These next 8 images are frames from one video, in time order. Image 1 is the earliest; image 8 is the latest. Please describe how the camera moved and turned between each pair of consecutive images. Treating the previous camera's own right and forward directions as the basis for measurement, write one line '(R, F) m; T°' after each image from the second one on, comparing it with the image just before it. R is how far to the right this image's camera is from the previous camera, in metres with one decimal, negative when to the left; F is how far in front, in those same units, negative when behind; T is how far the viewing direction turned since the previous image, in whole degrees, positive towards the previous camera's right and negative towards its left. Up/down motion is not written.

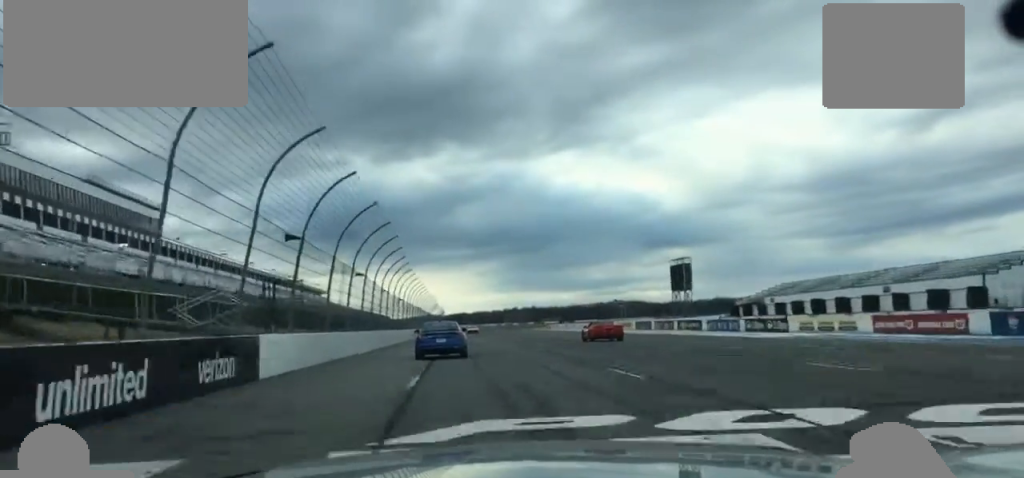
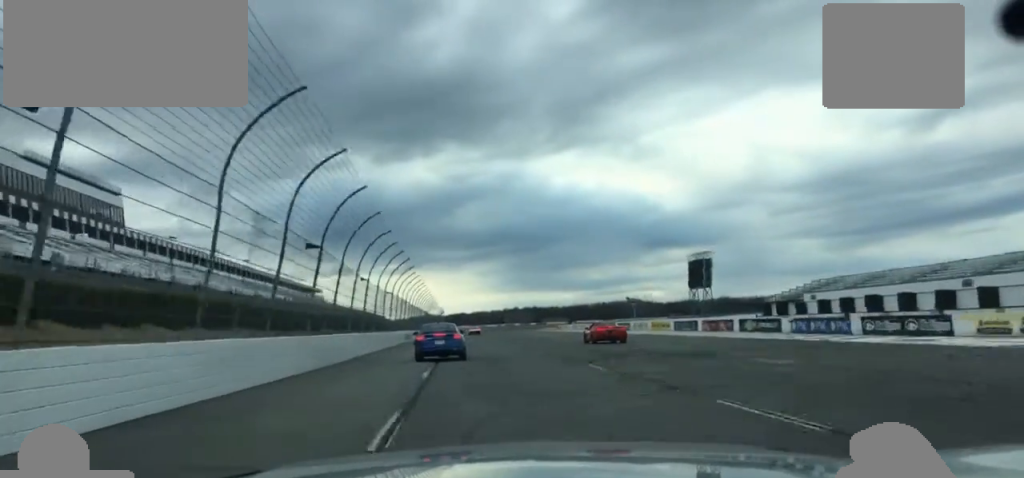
(+0.3, +20.1) m; 0°
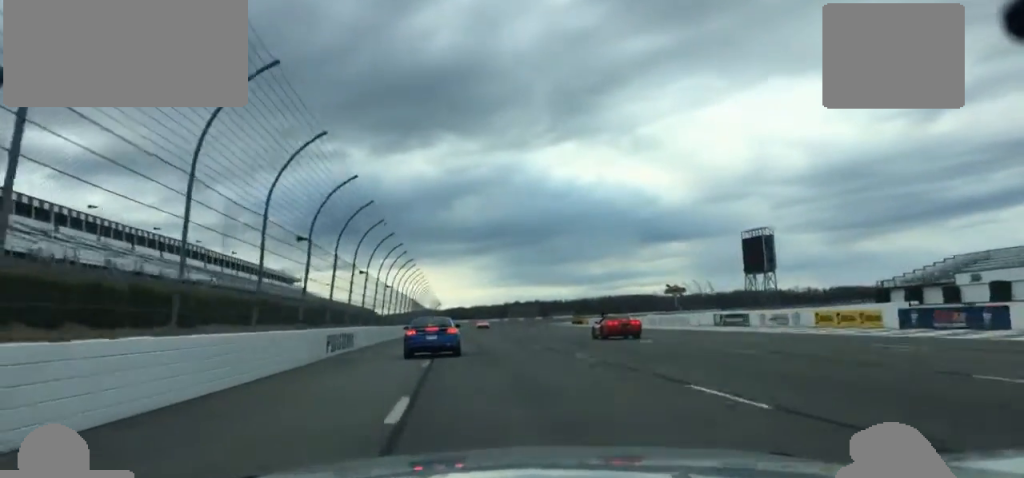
(-0.4, +44.7) m; 0°
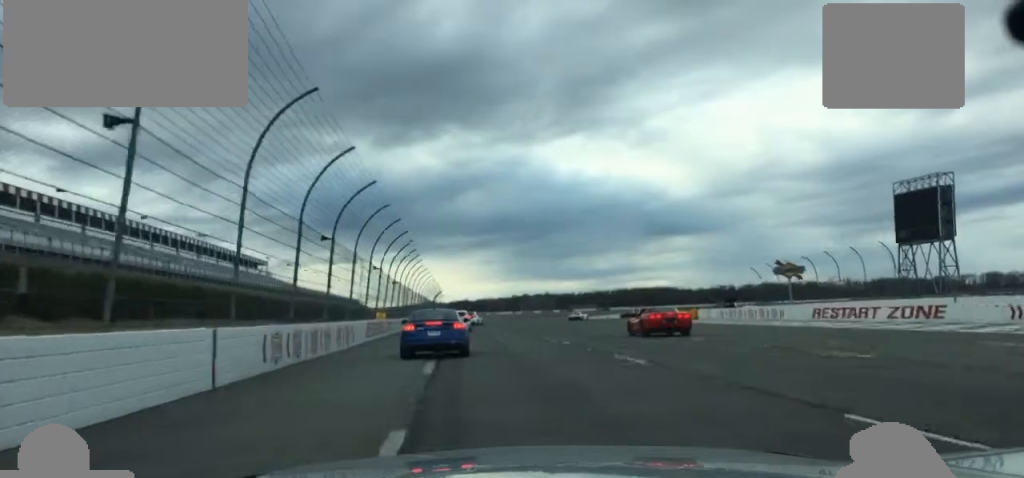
(+0.3, +62.4) m; 0°
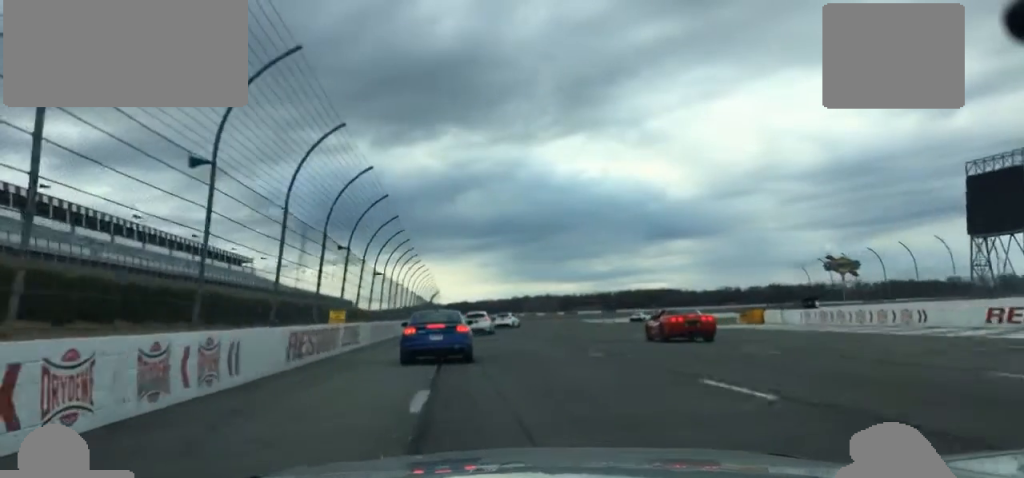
(-0.1, +18.9) m; 0°
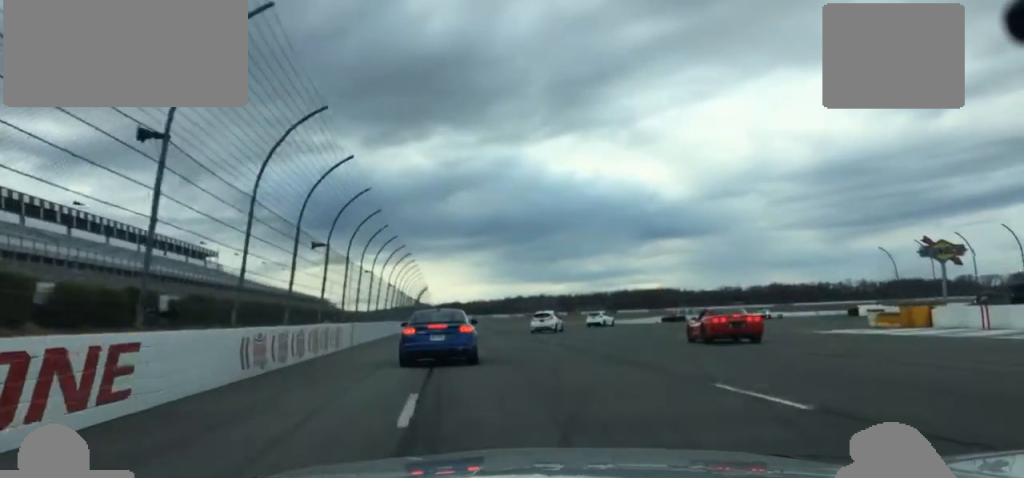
(+0.2, +26.0) m; +1°
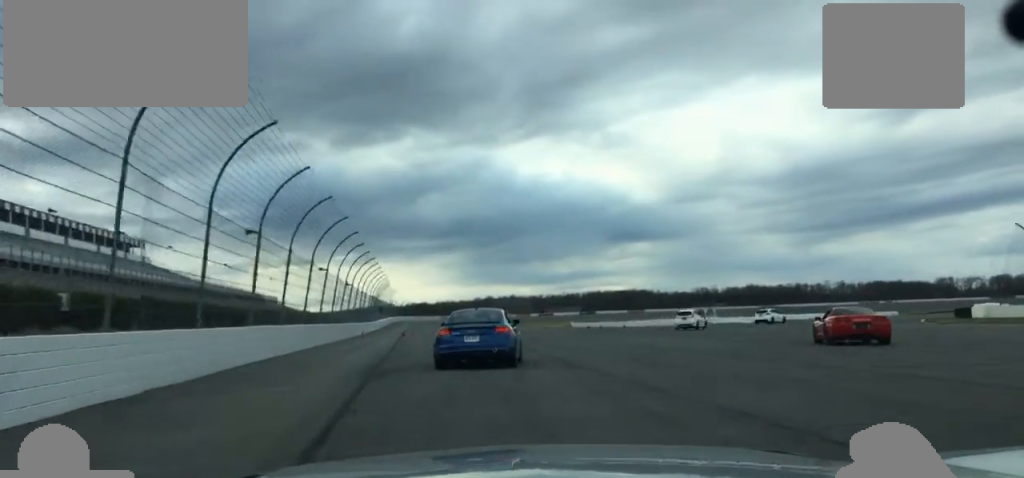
(+0.6, +30.4) m; +4°
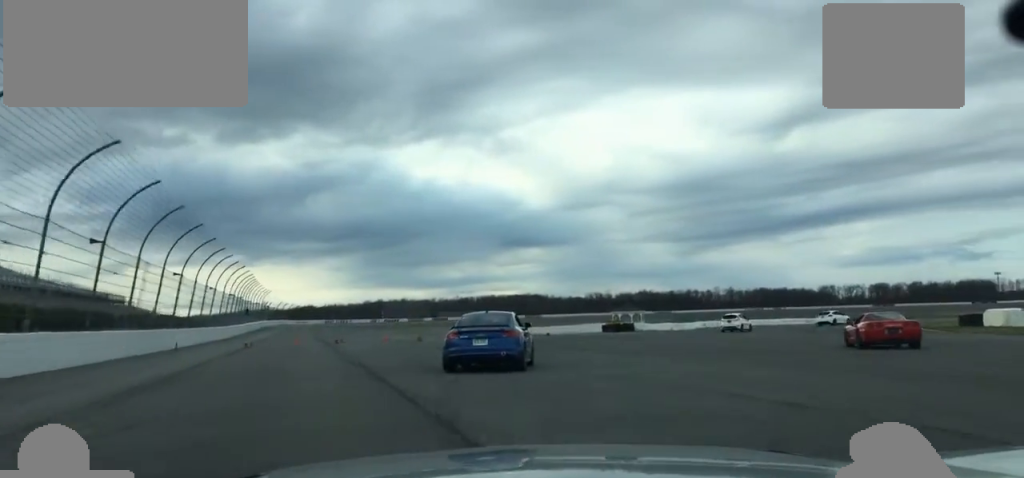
(+0.9, +20.7) m; +5°
